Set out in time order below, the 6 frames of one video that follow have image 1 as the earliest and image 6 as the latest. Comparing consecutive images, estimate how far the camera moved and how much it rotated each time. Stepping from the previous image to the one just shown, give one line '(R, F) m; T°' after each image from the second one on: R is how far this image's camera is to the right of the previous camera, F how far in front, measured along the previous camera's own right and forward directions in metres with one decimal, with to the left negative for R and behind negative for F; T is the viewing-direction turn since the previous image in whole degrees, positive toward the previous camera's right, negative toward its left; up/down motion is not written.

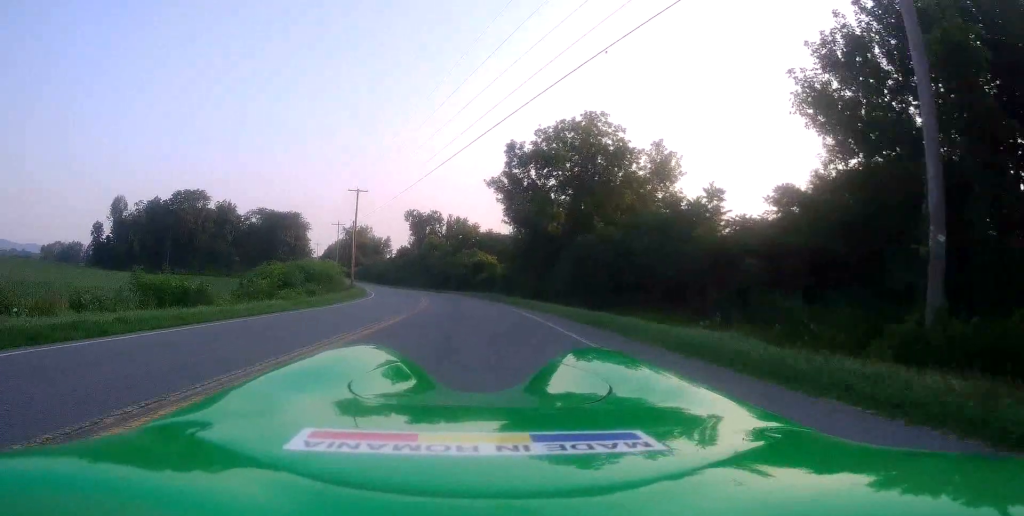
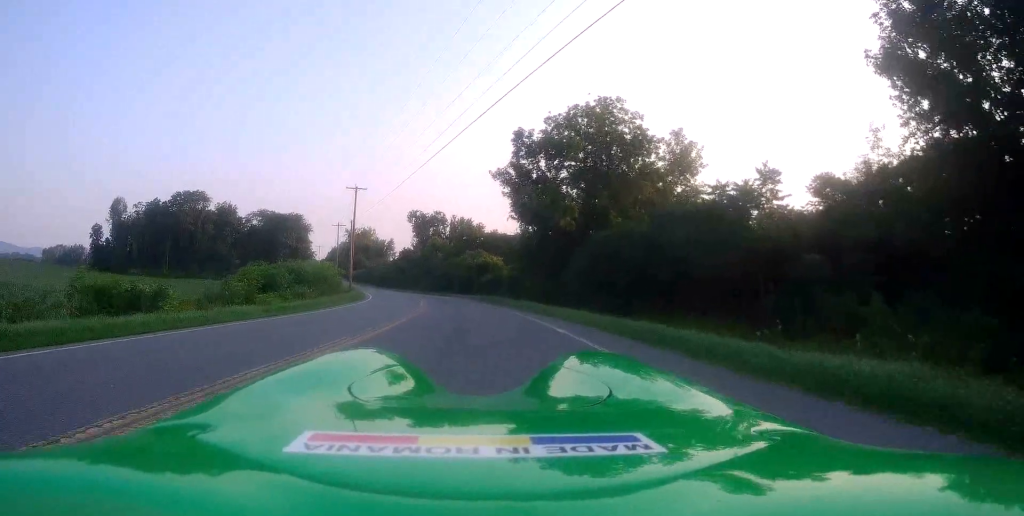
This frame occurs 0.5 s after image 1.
(-0.2, +3.4) m; -1°
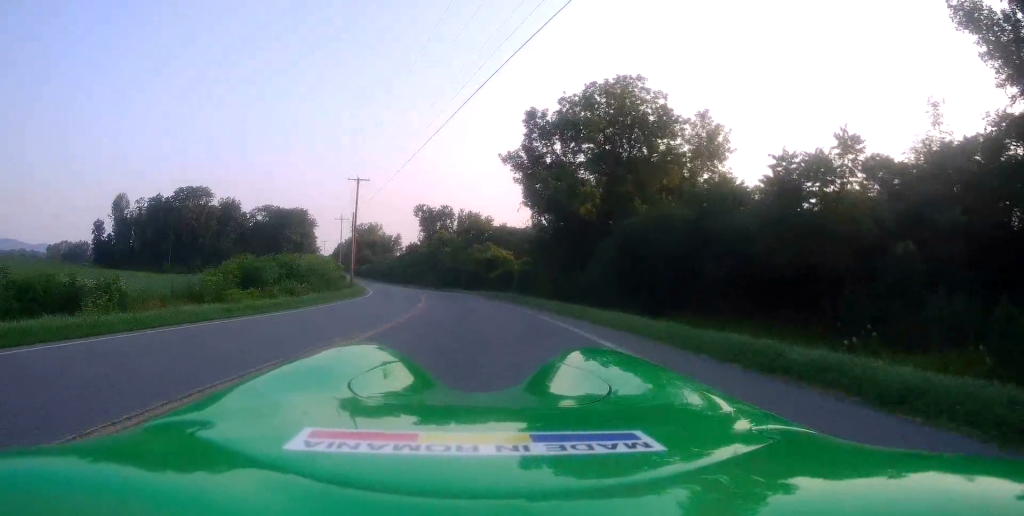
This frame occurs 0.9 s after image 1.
(0.0, +3.4) m; 0°
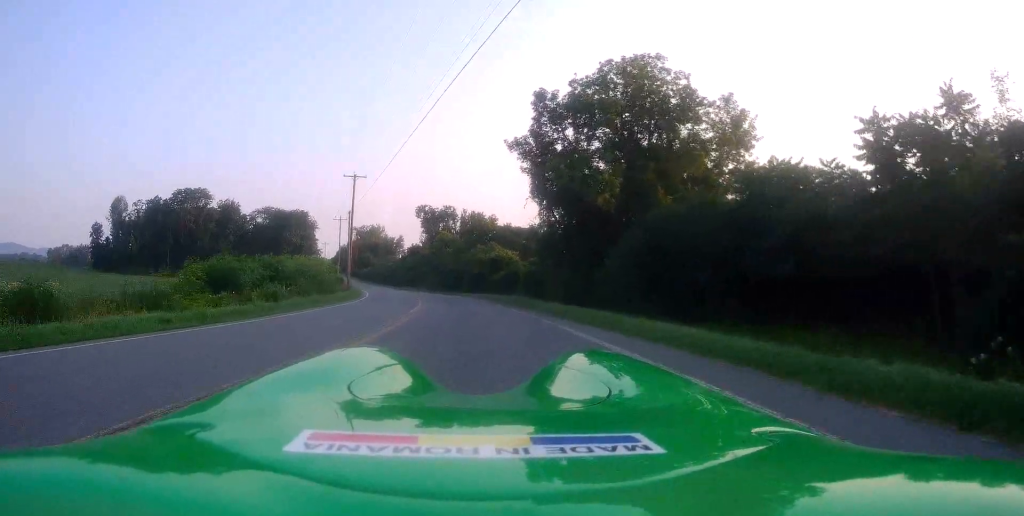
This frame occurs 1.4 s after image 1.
(0.0, +3.4) m; +1°
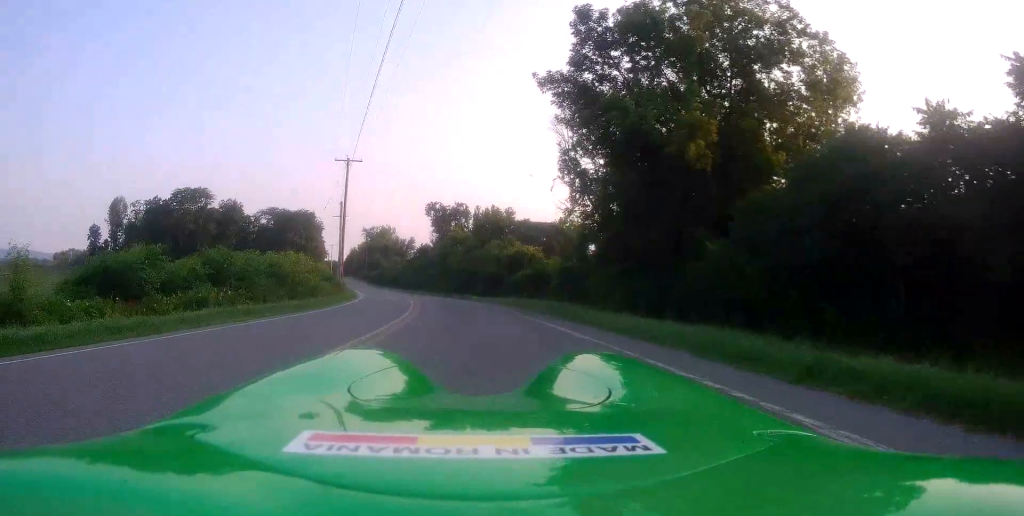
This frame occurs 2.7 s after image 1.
(+0.3, +9.5) m; -2°
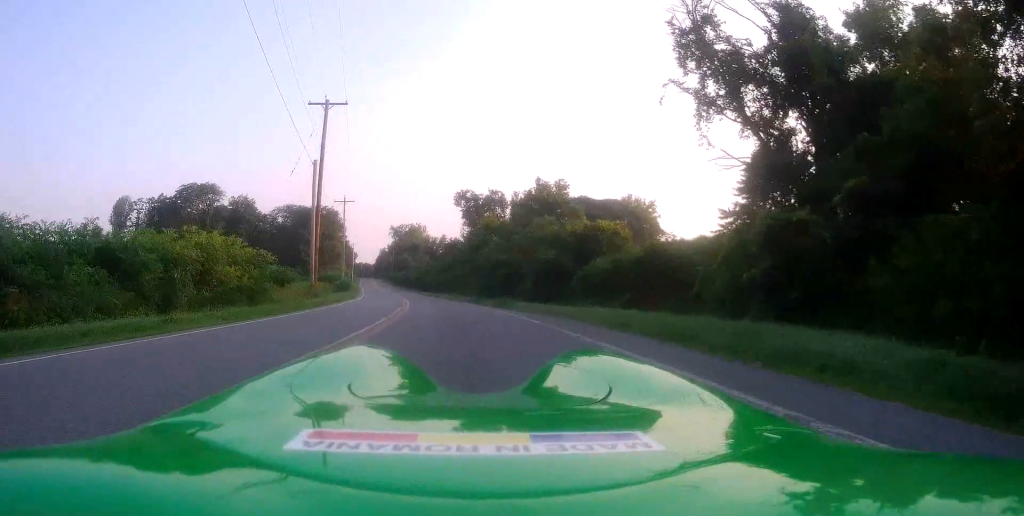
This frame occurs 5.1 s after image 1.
(-0.6, +17.8) m; -4°
